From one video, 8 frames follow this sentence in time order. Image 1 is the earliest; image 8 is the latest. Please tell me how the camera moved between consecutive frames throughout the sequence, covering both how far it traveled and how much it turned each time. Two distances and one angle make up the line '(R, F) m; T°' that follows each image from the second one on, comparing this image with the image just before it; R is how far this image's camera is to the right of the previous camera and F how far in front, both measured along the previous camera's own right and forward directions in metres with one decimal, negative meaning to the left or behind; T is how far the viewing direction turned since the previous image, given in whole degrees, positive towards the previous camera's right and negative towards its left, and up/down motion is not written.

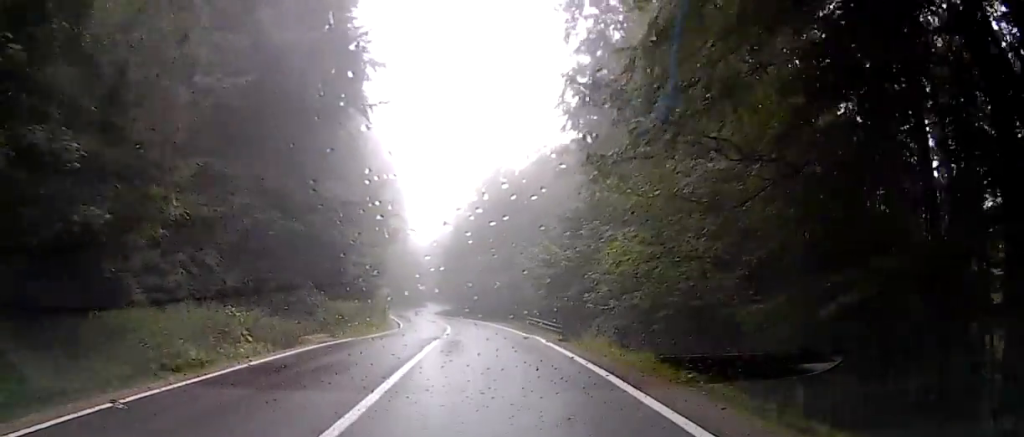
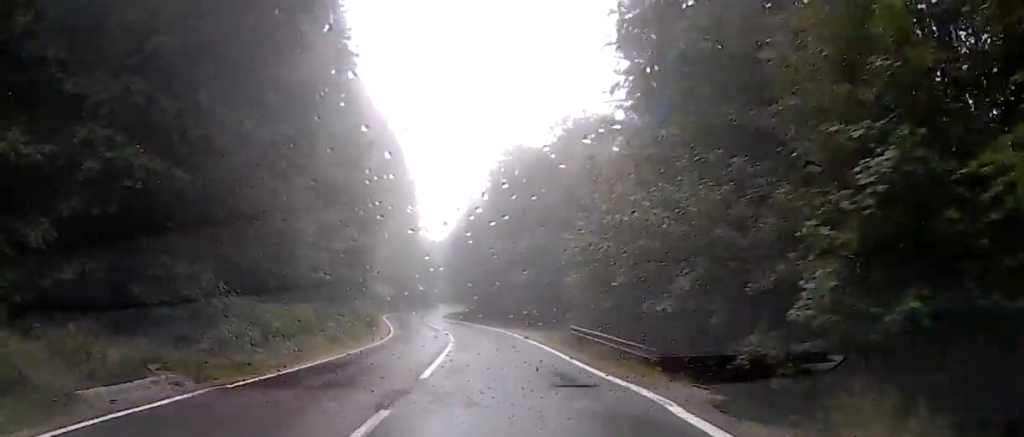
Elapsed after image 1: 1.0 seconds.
(-0.4, +13.6) m; 0°
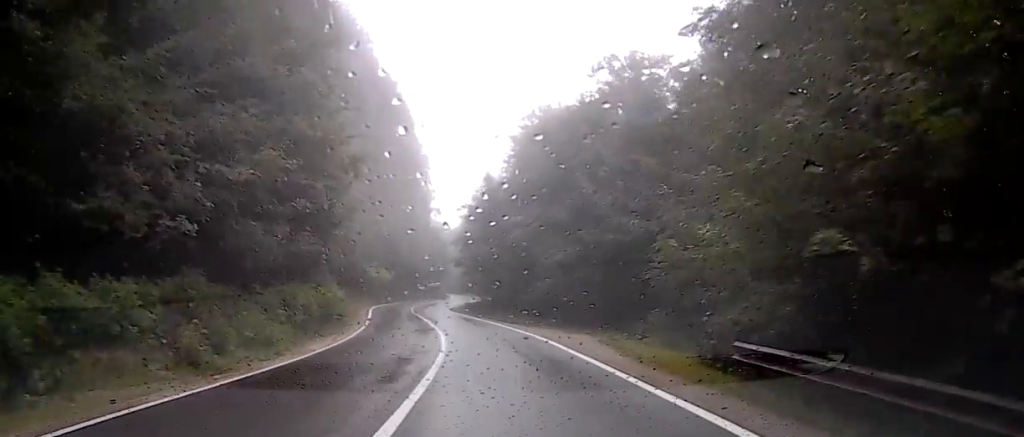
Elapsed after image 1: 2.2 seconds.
(+0.5, +16.4) m; 0°
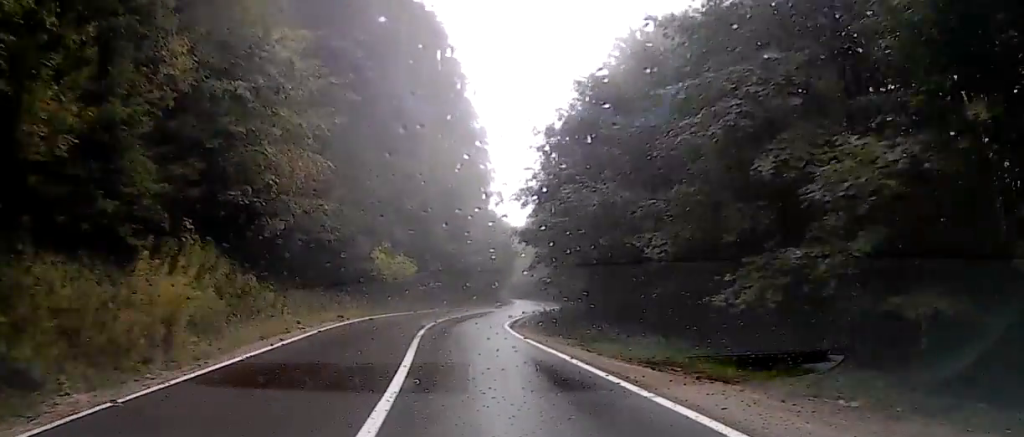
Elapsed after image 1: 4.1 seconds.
(-2.0, +28.0) m; -5°
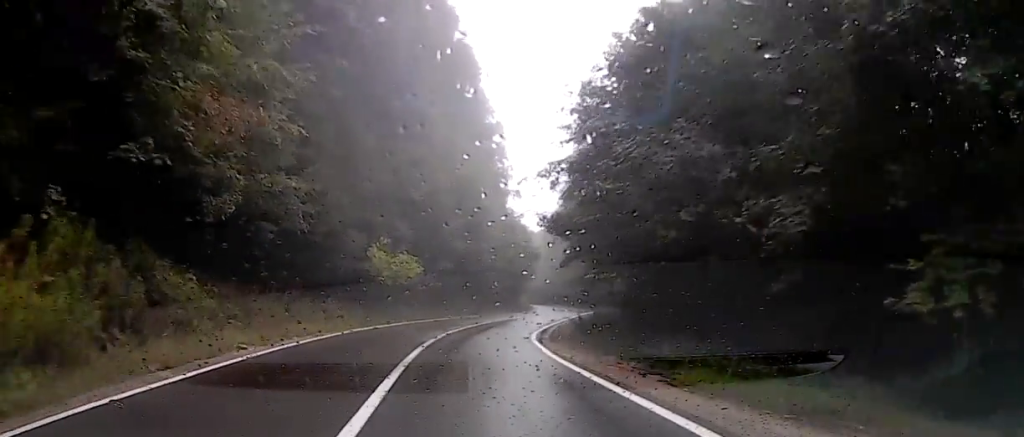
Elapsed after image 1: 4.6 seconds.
(-0.1, +7.5) m; +1°
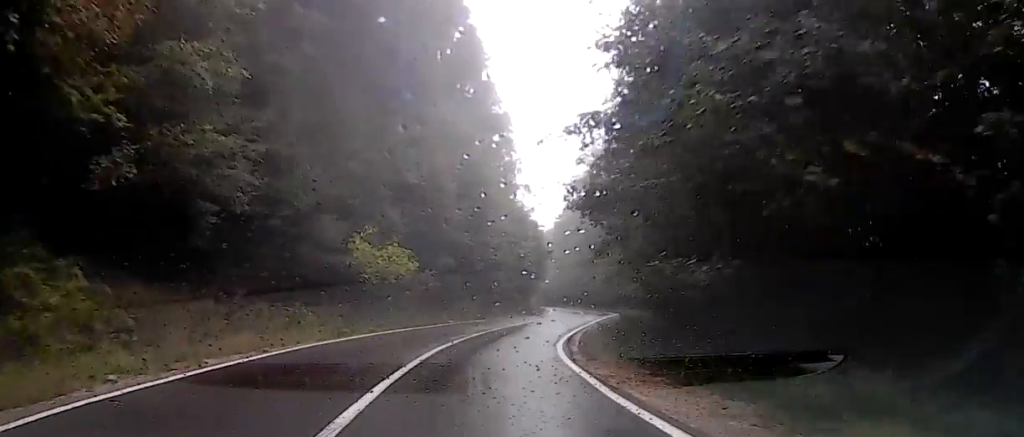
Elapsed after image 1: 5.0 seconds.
(+0.3, +6.4) m; +2°
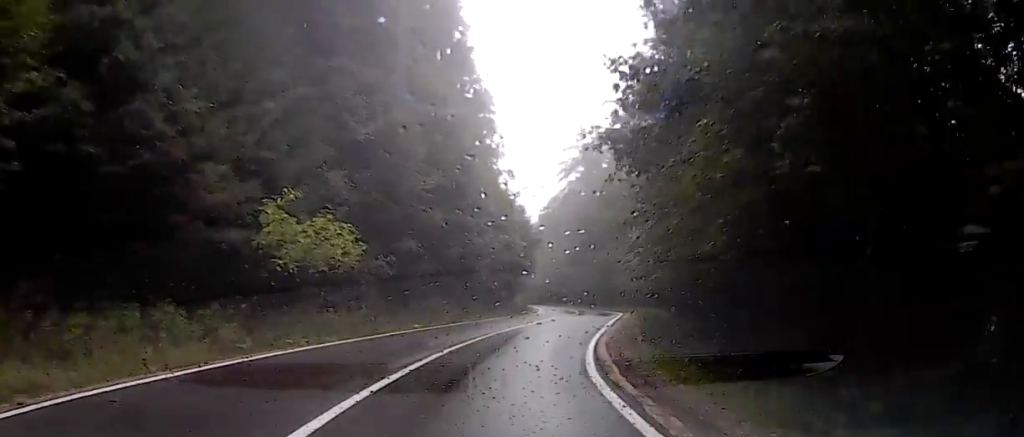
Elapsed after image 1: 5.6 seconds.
(+0.1, +9.3) m; +3°
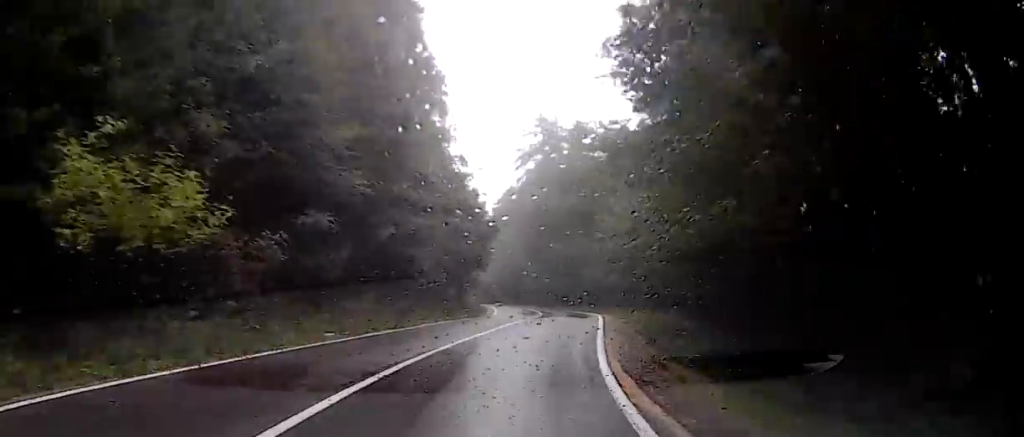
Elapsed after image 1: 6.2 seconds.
(+0.4, +8.6) m; 0°
